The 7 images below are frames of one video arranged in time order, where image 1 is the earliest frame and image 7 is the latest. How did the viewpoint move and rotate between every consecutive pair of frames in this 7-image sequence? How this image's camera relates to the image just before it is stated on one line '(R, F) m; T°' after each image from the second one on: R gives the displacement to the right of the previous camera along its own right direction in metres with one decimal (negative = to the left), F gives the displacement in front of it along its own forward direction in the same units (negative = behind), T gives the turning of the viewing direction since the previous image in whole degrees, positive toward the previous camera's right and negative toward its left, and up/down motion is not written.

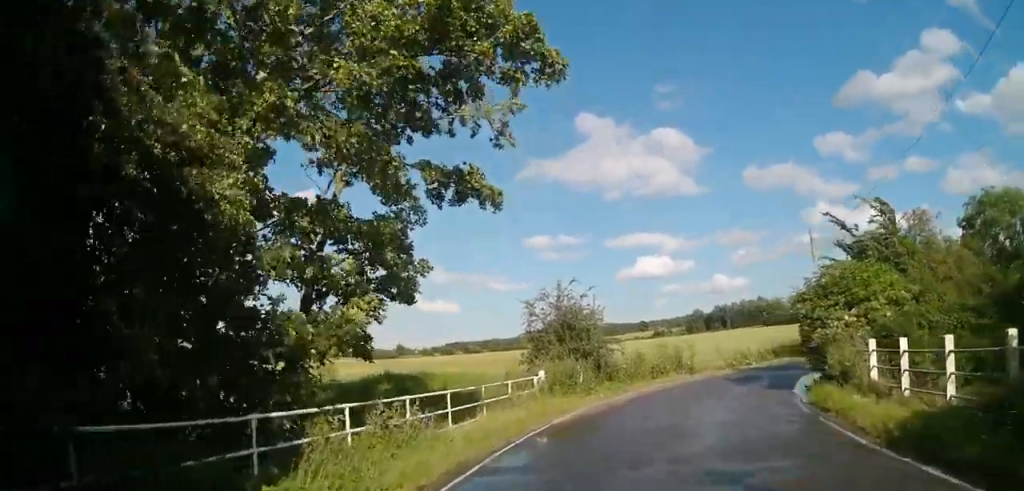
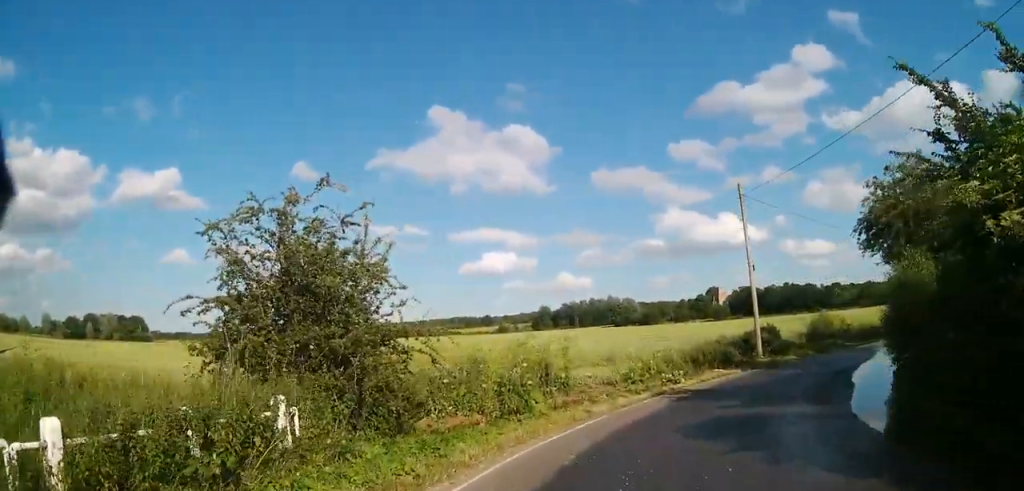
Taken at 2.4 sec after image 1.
(0.0, +12.2) m; +9°
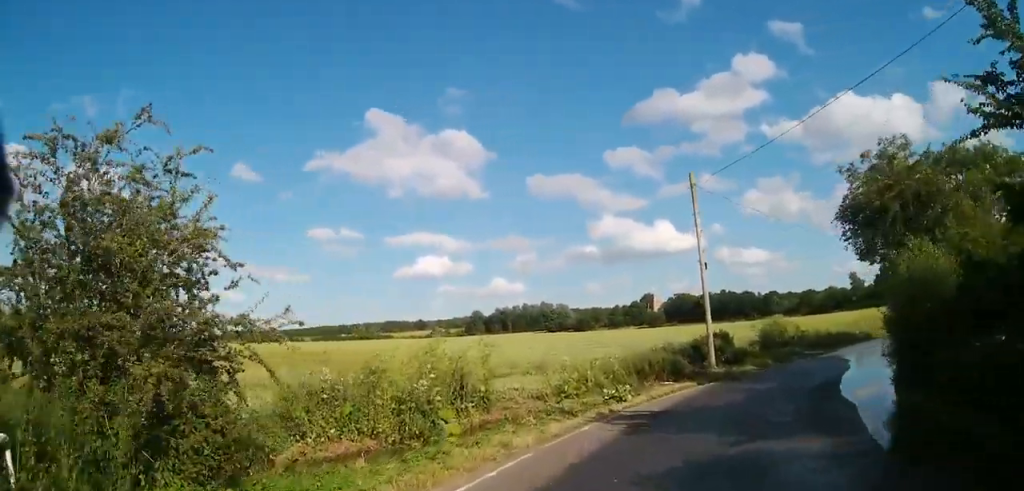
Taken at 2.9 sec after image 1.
(0.0, +2.9) m; +10°
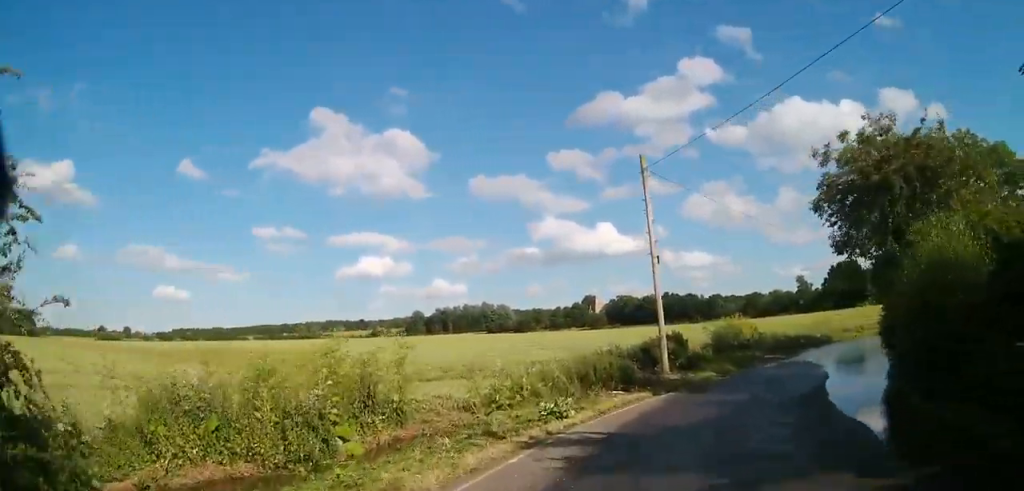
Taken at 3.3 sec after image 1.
(+0.3, +2.3) m; +11°
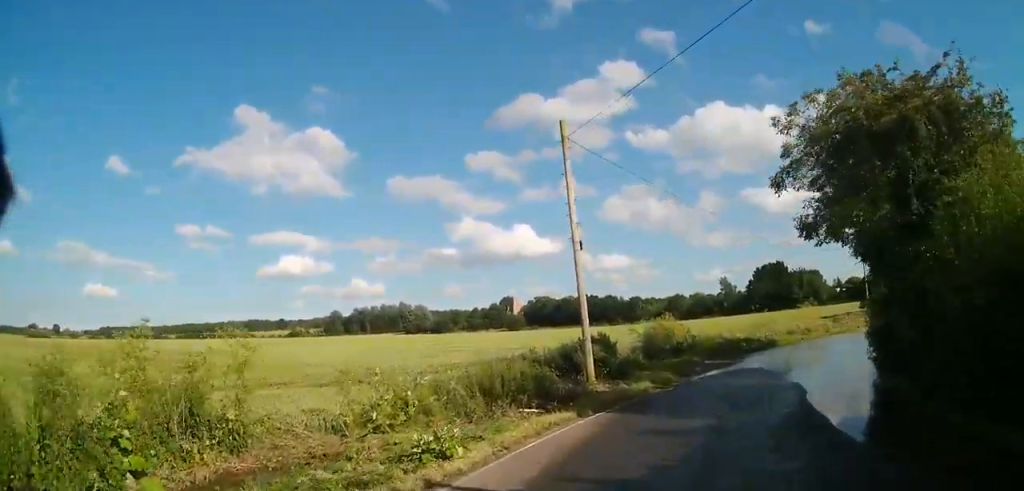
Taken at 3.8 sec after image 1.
(+0.2, +3.2) m; +12°
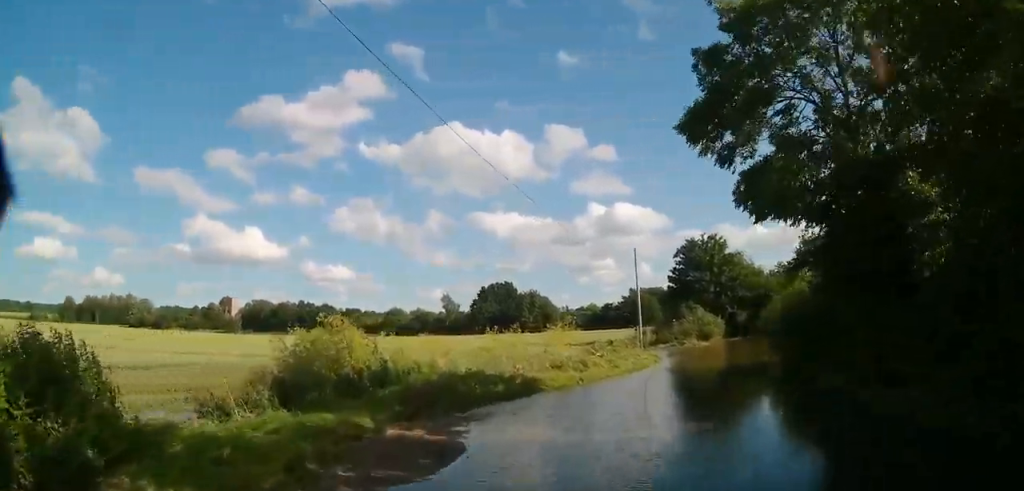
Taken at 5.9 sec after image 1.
(+2.4, +15.5) m; +9°
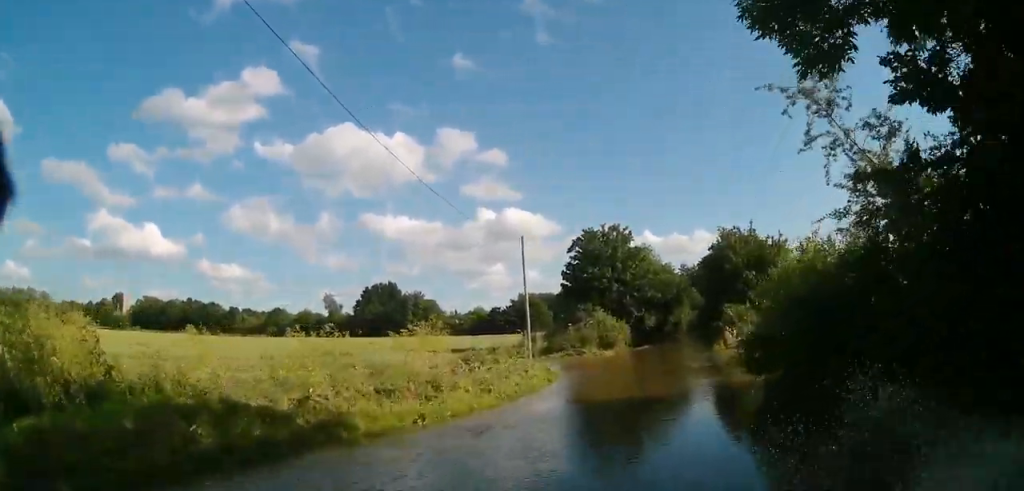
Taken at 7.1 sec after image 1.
(0.0, +8.2) m; 0°
